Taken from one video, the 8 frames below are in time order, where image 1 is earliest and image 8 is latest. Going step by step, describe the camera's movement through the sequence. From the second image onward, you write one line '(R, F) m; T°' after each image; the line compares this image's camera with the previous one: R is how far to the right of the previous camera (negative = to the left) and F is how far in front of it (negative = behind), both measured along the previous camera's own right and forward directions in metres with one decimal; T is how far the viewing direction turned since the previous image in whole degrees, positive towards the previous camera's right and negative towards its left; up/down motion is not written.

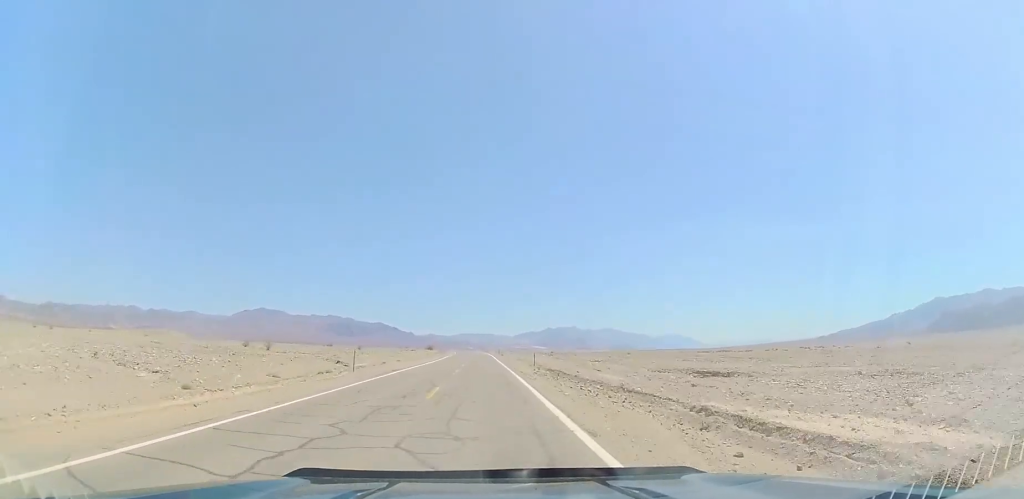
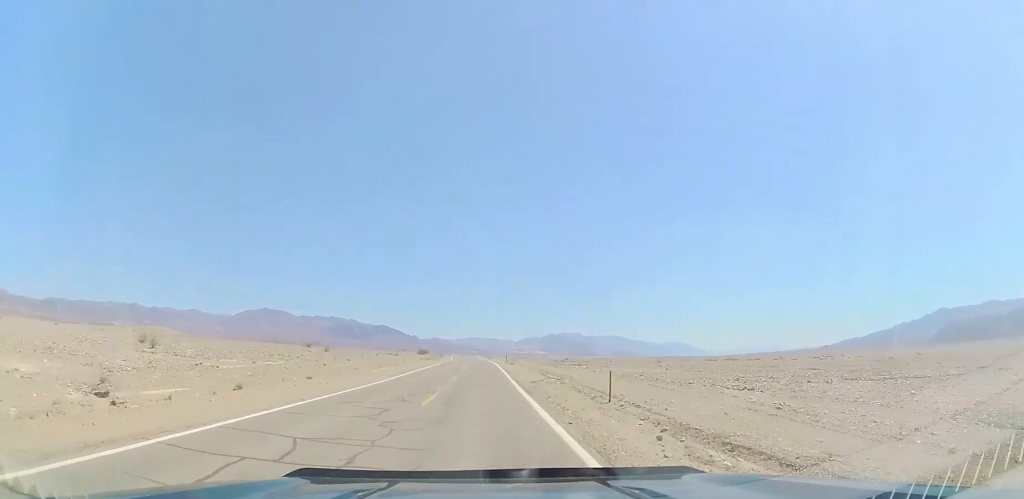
(0.0, +29.5) m; 0°
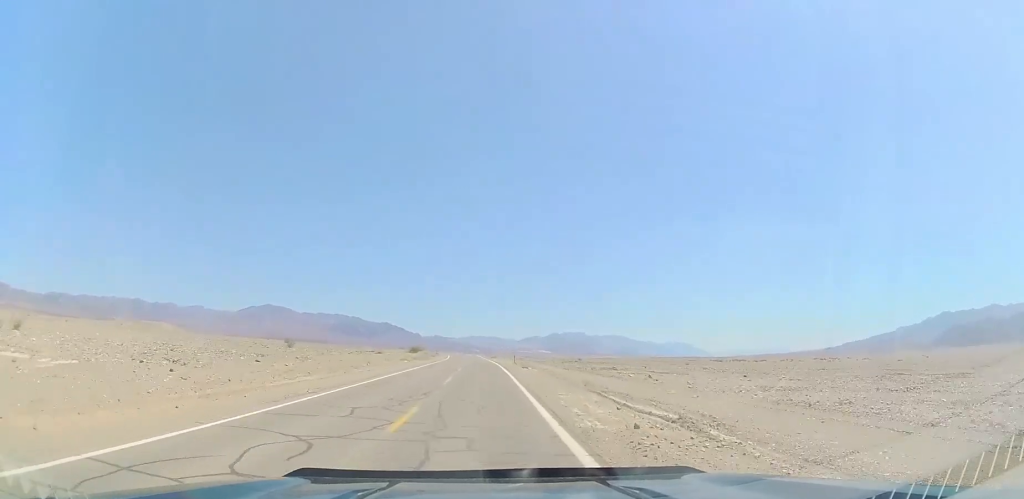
(0.0, +20.7) m; 0°
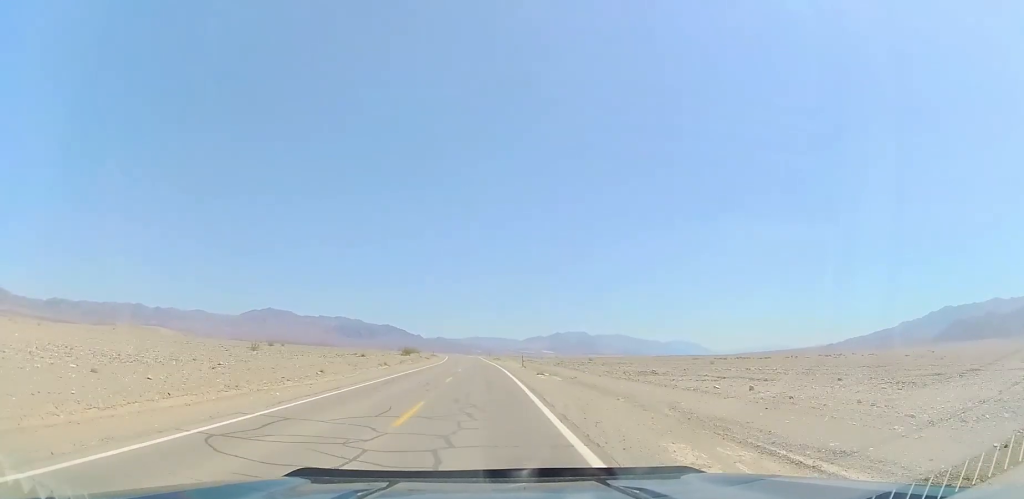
(0.0, +13.8) m; 0°
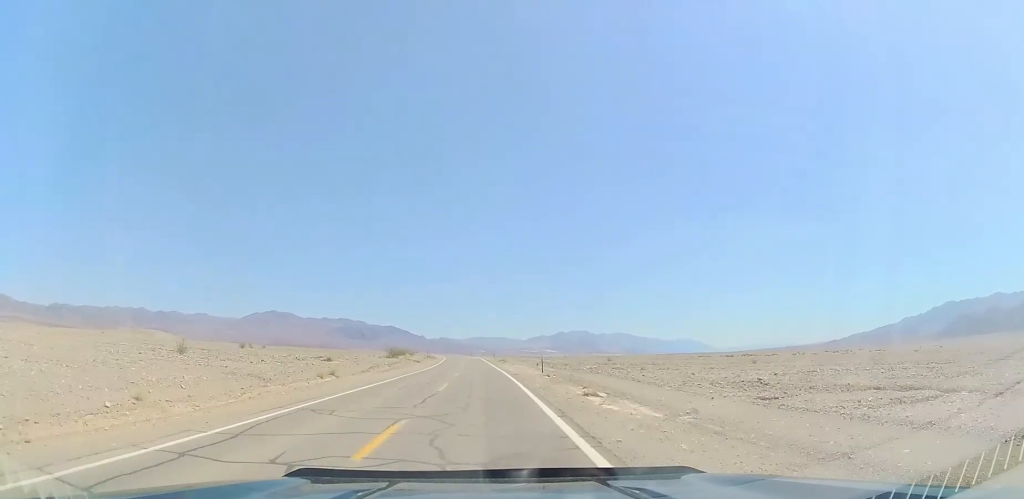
(0.0, +18.7) m; 0°
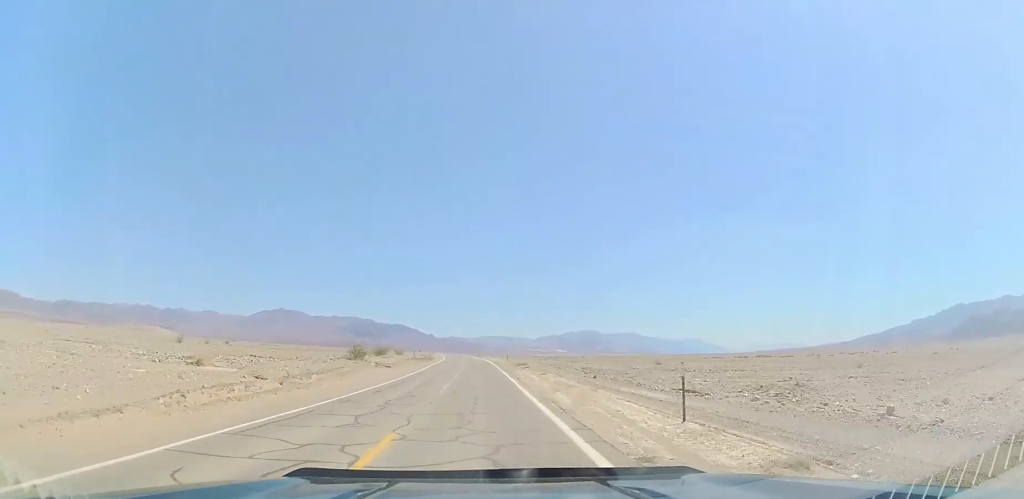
(+0.1, +30.5) m; 0°
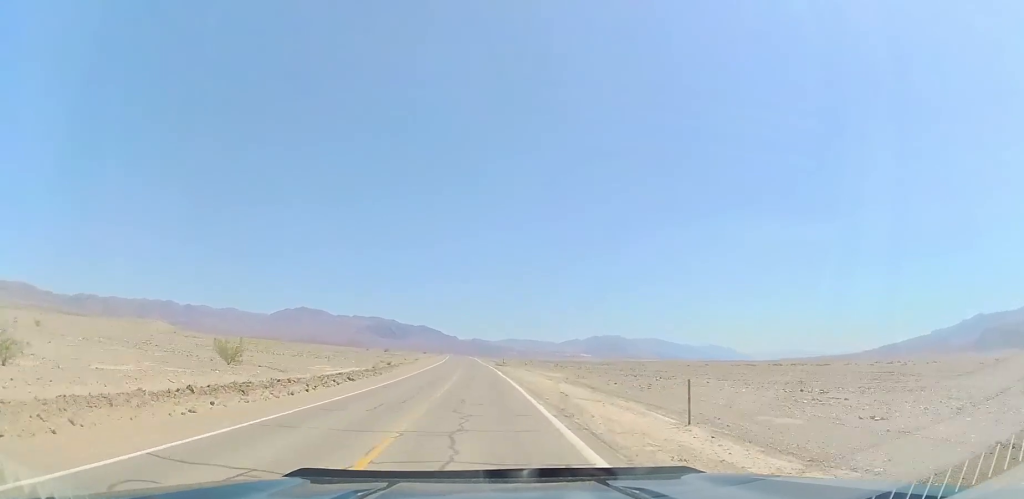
(-2.8, +72.8) m; -3°
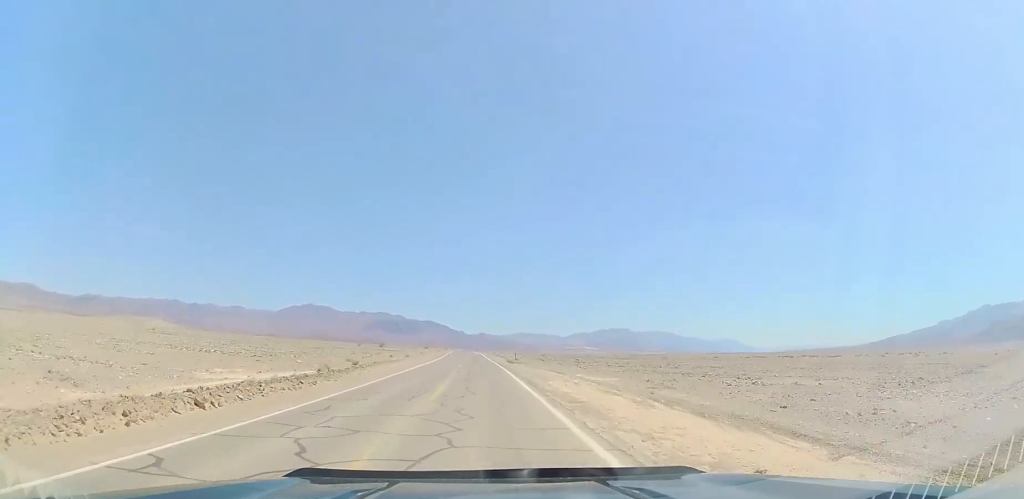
(0.0, +18.6) m; -1°
